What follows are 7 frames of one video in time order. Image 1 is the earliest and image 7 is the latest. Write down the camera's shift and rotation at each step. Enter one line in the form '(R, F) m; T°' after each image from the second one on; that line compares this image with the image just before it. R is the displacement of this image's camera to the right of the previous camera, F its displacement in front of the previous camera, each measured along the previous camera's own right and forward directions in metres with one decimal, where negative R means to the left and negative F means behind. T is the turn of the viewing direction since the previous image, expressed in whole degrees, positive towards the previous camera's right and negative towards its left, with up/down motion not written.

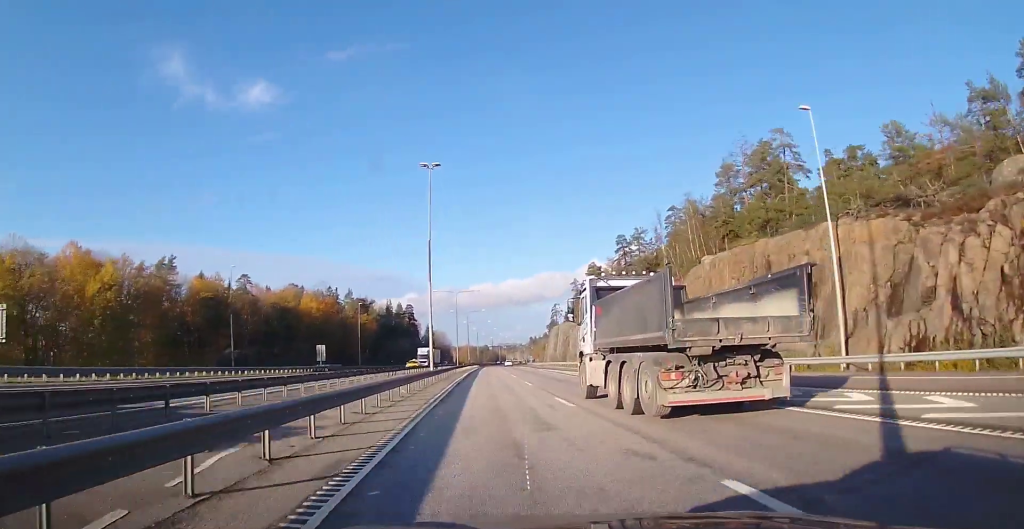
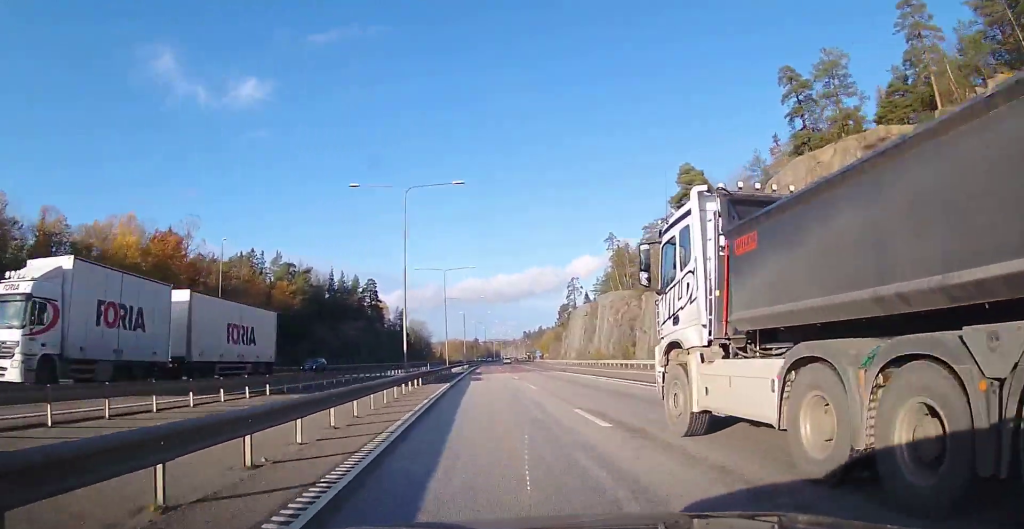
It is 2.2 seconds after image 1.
(+1.2, +64.3) m; +3°
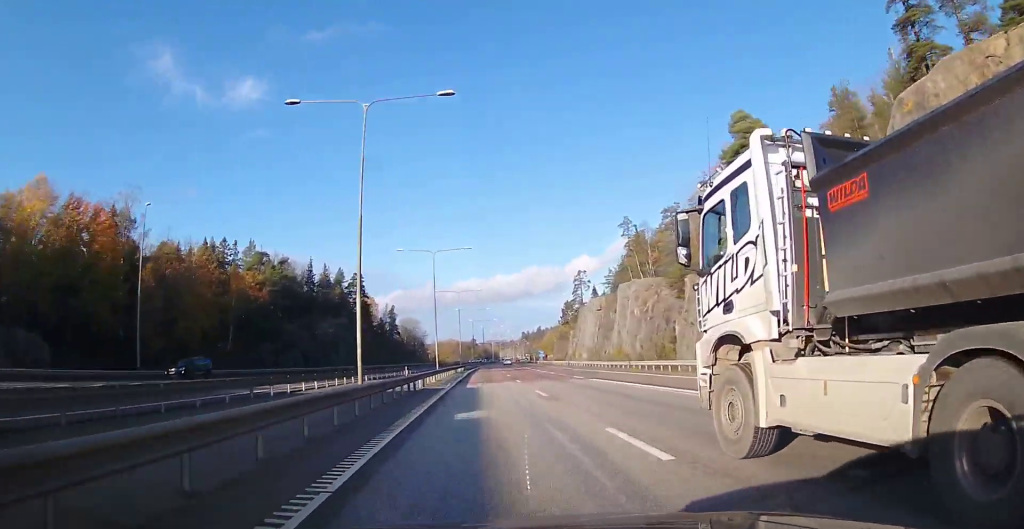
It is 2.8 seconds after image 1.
(+0.1, +15.3) m; 0°
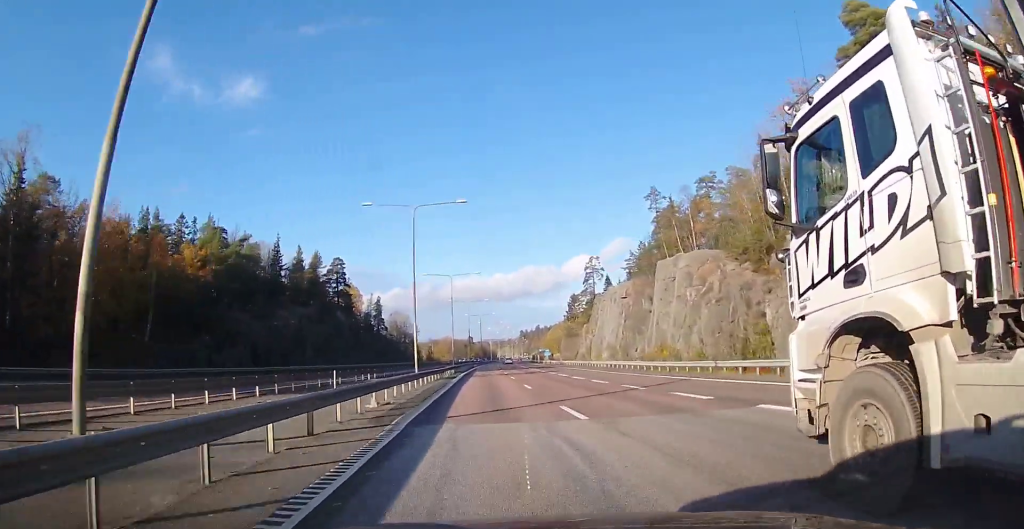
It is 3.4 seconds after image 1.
(+0.2, +19.2) m; 0°
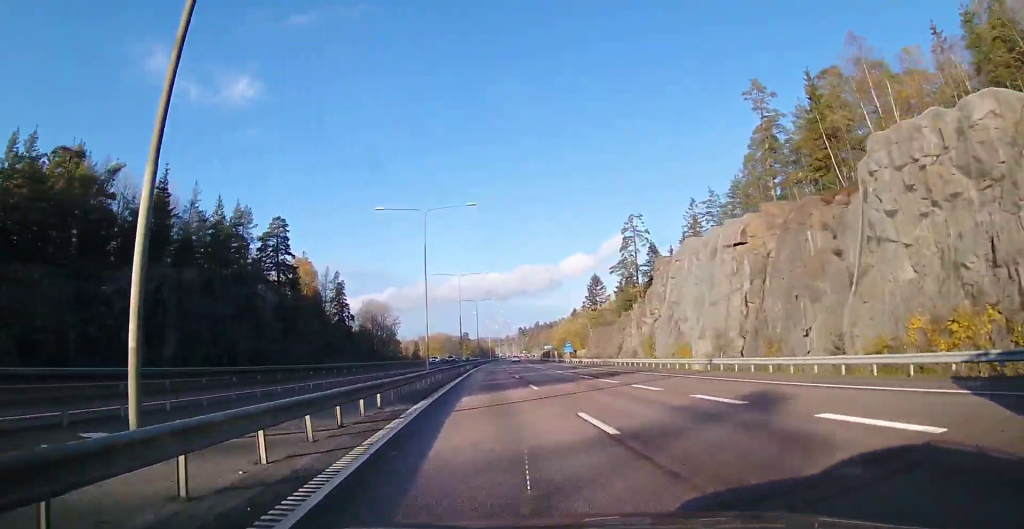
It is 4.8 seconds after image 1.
(0.0, +38.3) m; +1°
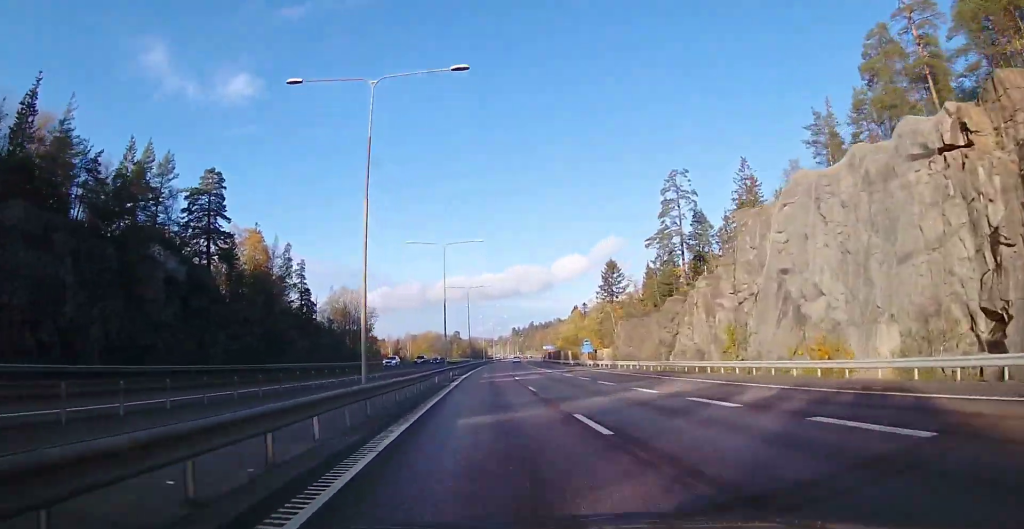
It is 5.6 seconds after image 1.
(+0.3, +23.9) m; 0°
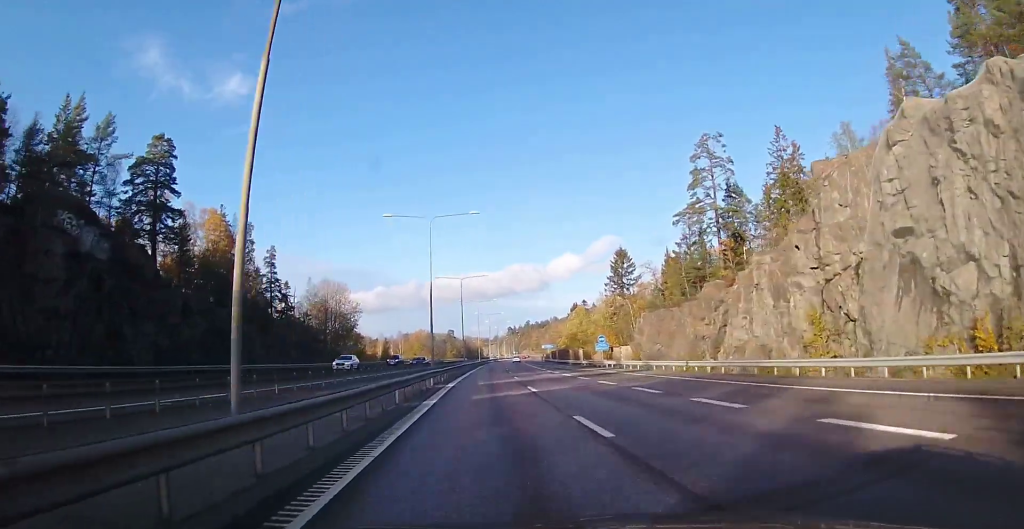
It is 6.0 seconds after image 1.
(-0.1, +12.5) m; 0°
